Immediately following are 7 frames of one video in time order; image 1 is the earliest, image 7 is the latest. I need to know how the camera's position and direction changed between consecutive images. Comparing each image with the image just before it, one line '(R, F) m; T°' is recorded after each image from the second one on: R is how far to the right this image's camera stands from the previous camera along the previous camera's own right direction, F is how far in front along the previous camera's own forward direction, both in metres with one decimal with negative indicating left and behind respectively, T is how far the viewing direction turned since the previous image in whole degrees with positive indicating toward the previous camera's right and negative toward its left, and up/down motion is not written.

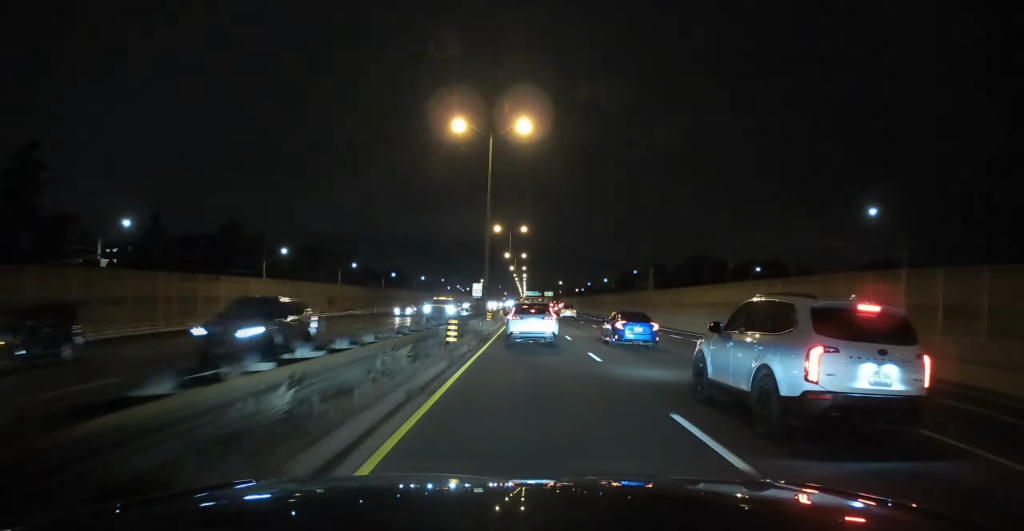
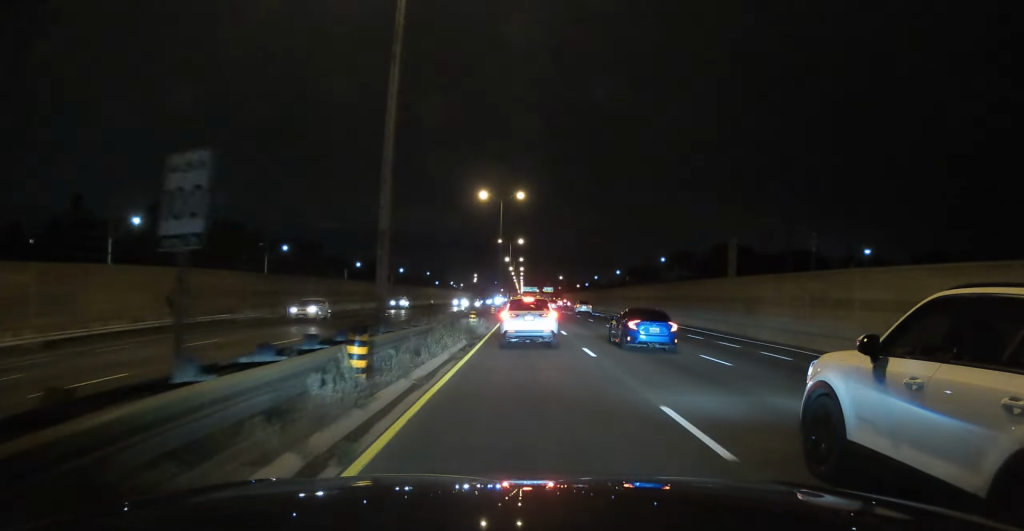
(+0.1, +31.9) m; 0°
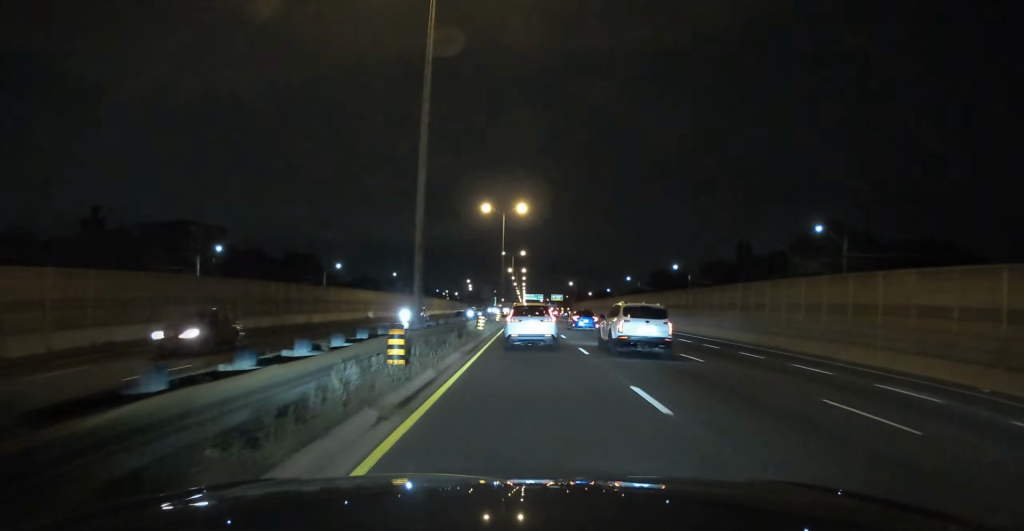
(-0.3, +77.1) m; 0°
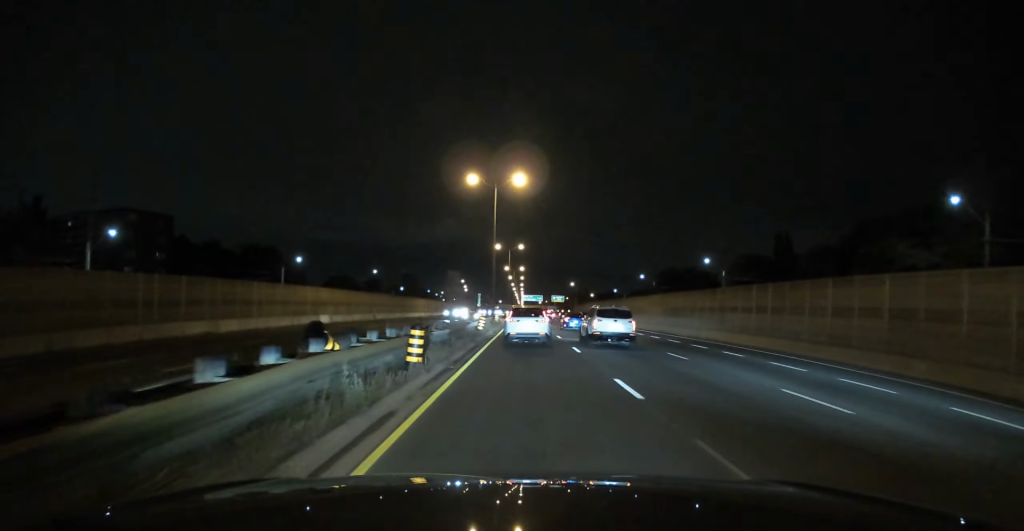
(-0.1, +24.2) m; 0°
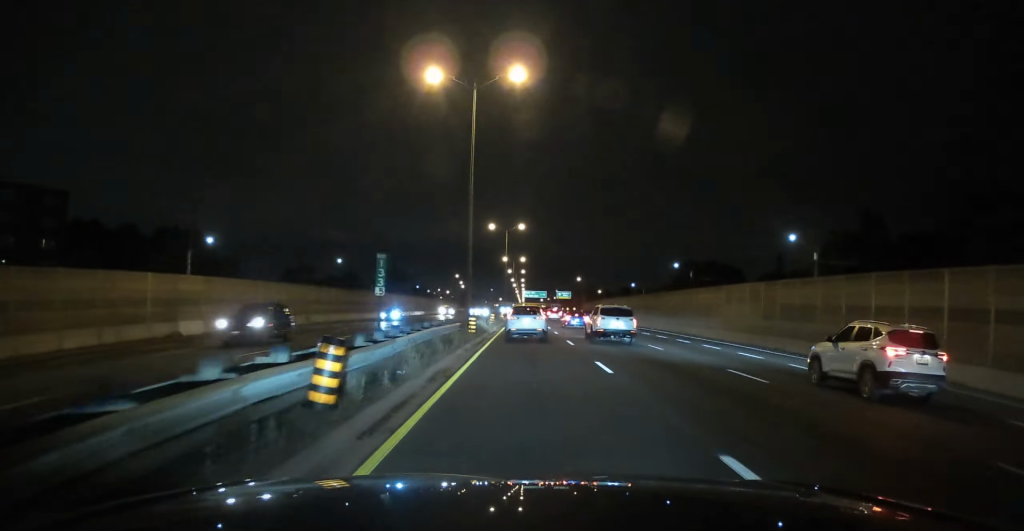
(+0.2, +28.3) m; 0°
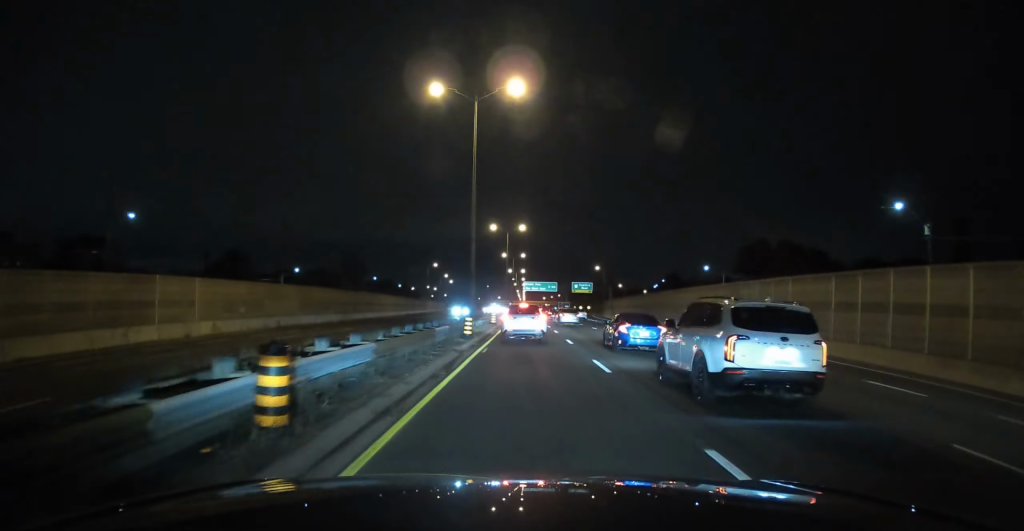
(-0.3, +59.0) m; -1°
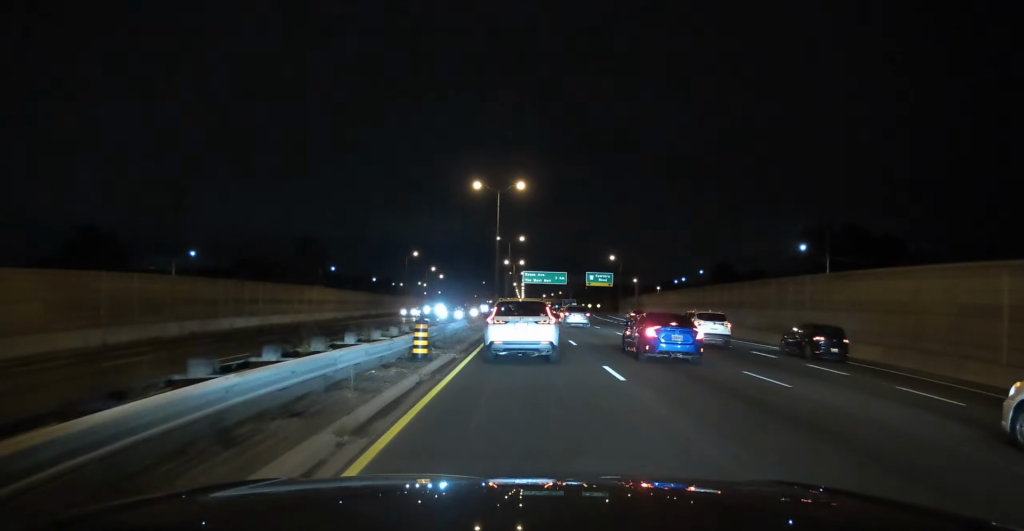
(-0.1, +28.9) m; 0°
